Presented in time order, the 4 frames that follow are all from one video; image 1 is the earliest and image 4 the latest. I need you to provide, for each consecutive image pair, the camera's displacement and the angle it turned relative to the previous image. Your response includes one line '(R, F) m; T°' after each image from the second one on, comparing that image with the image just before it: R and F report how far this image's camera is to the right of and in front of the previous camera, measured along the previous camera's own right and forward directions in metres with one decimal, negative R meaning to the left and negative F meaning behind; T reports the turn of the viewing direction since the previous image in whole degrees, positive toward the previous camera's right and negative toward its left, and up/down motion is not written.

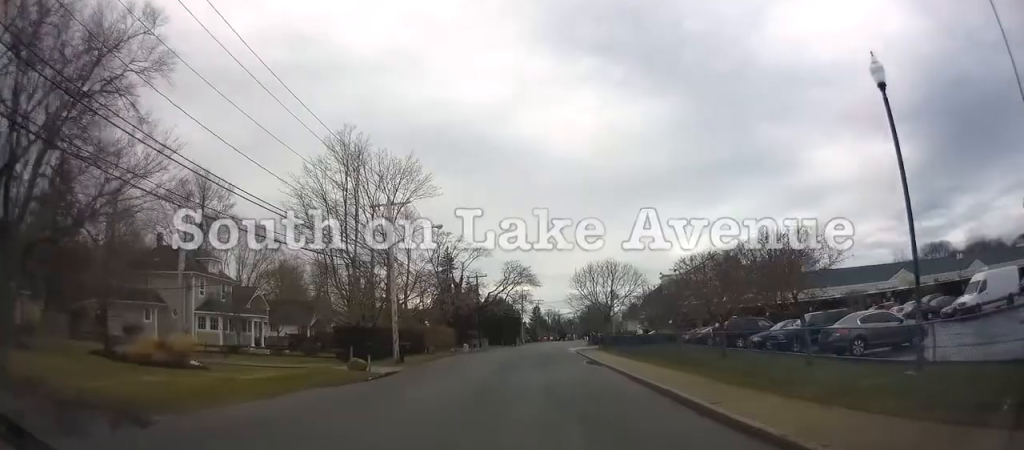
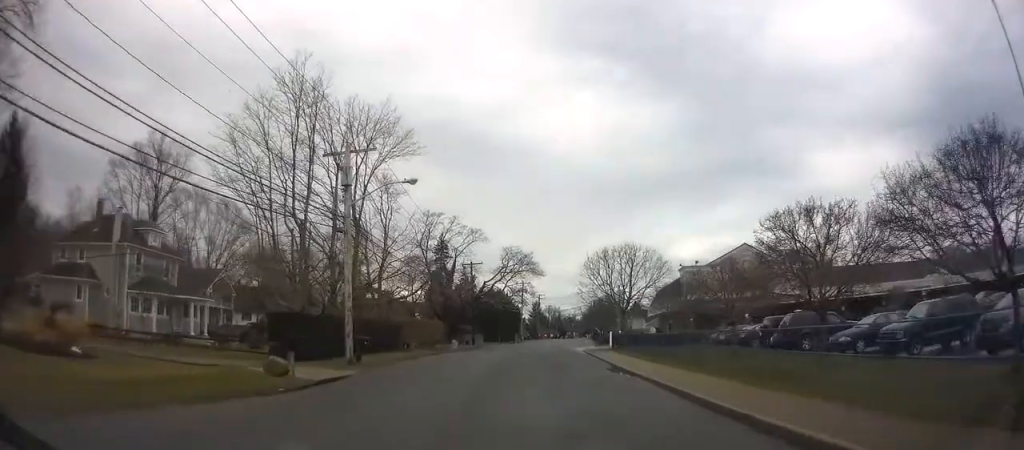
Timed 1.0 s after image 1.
(0.0, +8.9) m; 0°
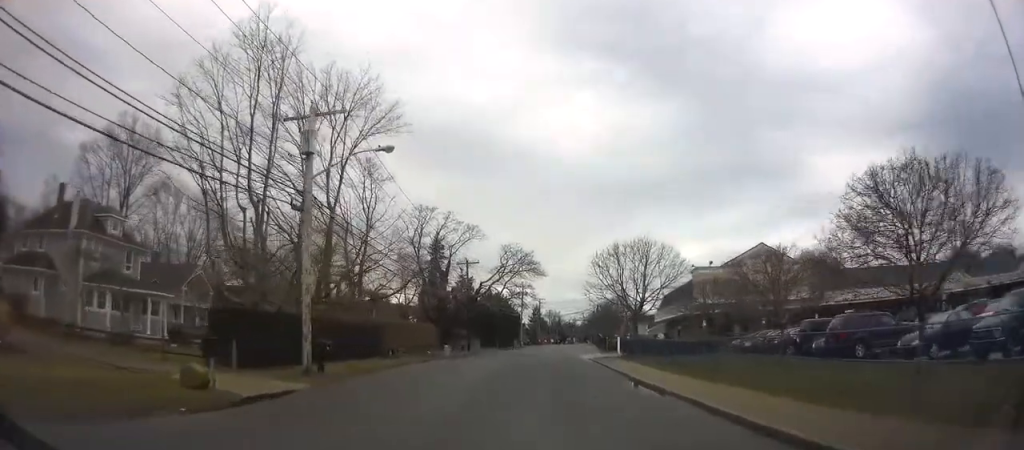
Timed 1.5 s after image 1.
(0.0, +4.9) m; 0°
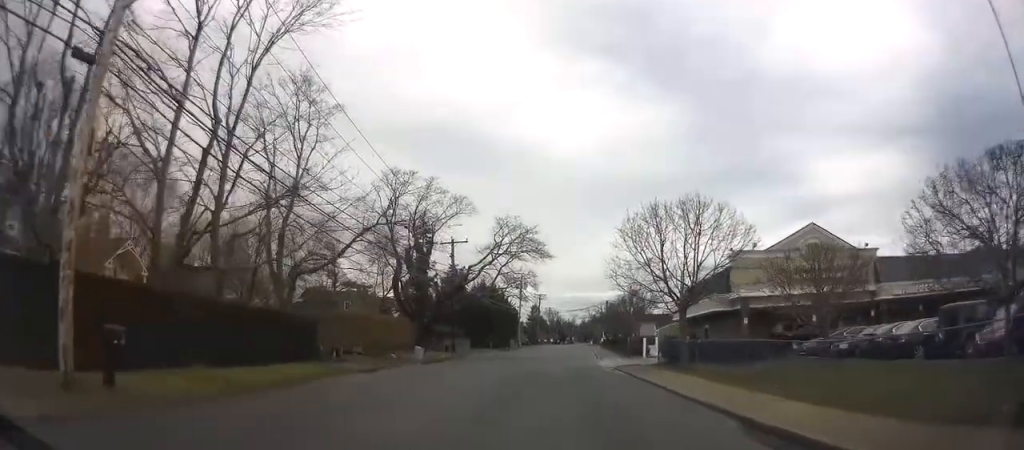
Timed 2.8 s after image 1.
(-0.1, +11.6) m; -1°
